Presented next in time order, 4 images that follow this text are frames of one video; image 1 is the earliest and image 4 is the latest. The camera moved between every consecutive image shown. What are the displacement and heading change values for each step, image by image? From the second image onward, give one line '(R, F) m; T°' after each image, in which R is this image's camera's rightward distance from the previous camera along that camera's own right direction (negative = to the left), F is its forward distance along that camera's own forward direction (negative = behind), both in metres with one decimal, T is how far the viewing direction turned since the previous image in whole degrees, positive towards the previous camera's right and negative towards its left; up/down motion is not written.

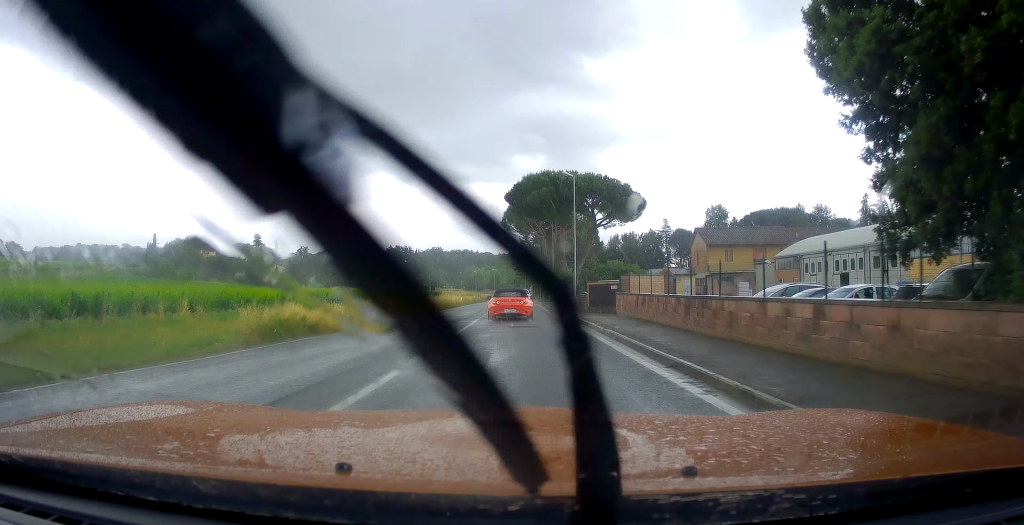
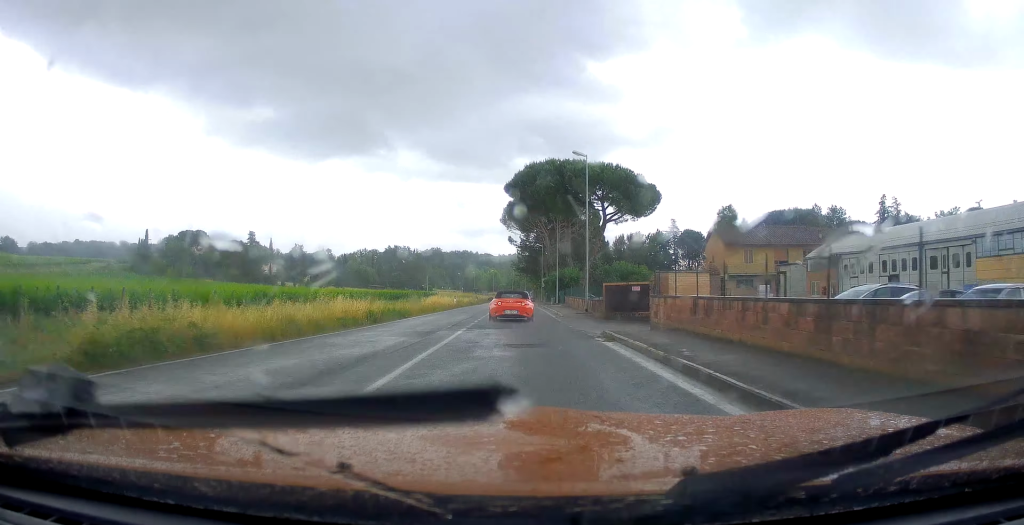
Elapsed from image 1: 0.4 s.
(-0.2, +6.1) m; -1°
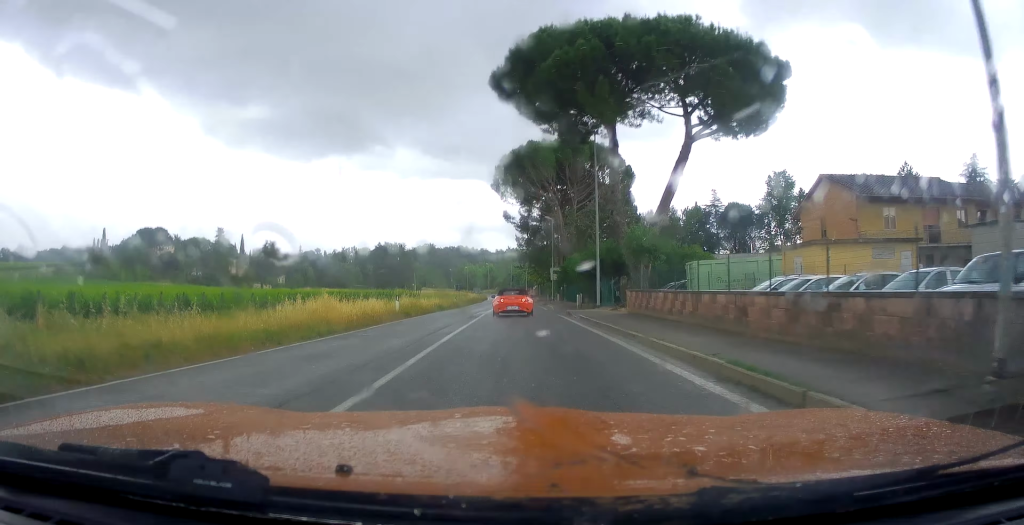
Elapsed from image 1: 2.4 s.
(-0.7, +28.3) m; 0°
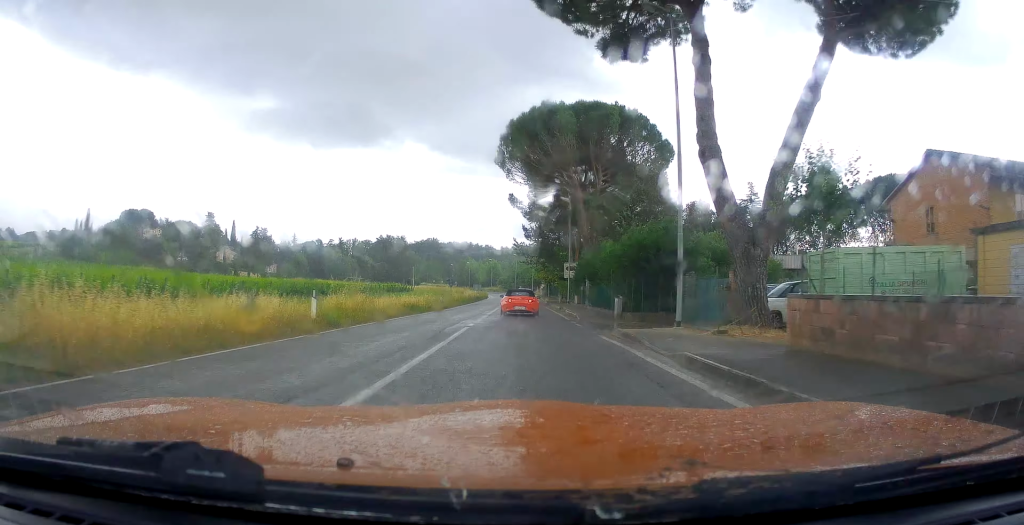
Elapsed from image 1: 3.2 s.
(+0.4, +13.0) m; 0°
